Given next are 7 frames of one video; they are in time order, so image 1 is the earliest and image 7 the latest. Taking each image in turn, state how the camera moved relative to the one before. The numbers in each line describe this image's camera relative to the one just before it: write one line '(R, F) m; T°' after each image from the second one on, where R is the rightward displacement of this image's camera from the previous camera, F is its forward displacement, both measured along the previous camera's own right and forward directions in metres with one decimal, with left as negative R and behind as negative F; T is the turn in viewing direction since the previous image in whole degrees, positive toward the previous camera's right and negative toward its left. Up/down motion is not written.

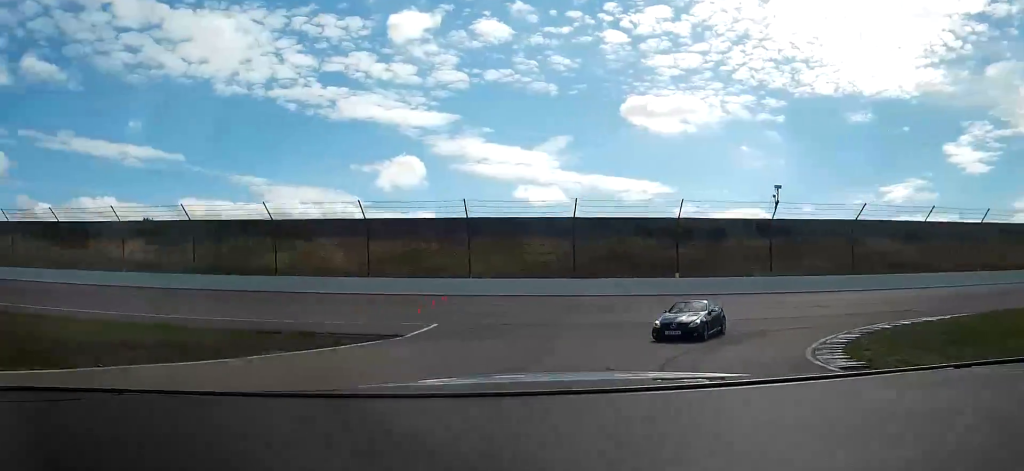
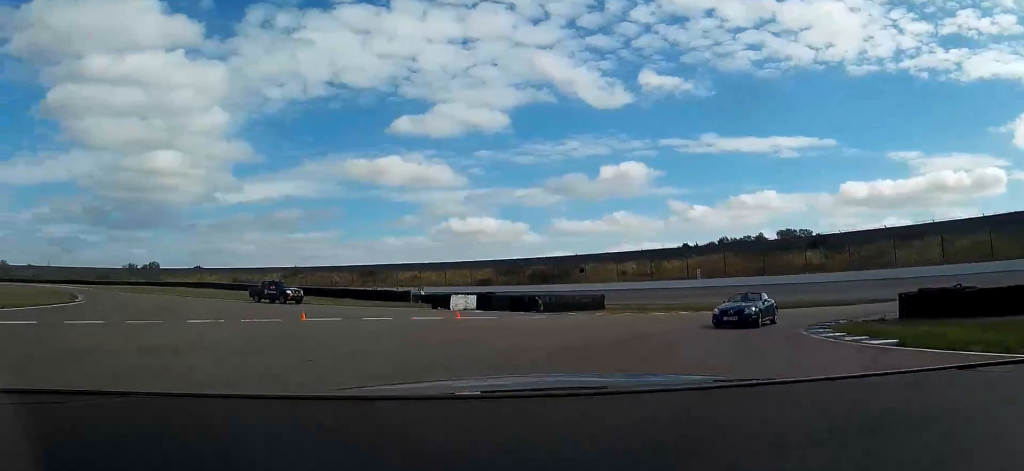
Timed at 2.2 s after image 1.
(-19.0, +30.2) m; -58°
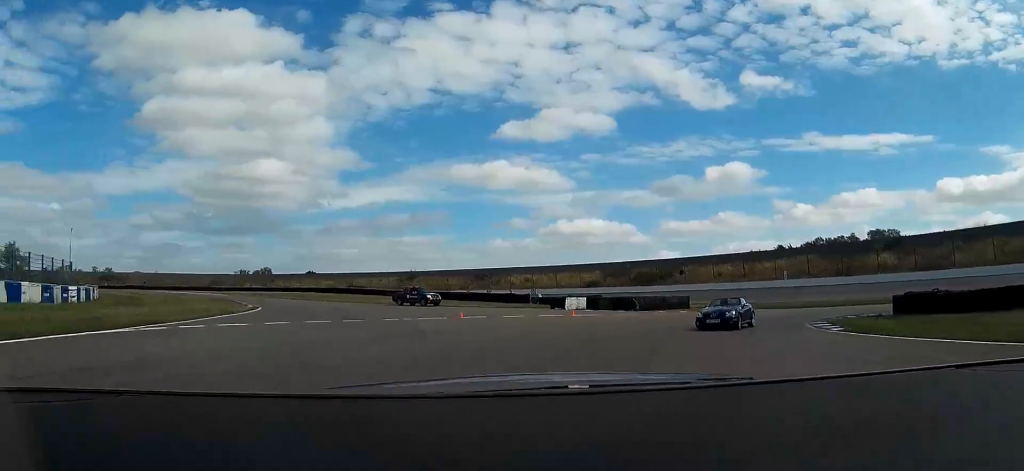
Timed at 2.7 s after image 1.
(-1.5, +10.5) m; -8°
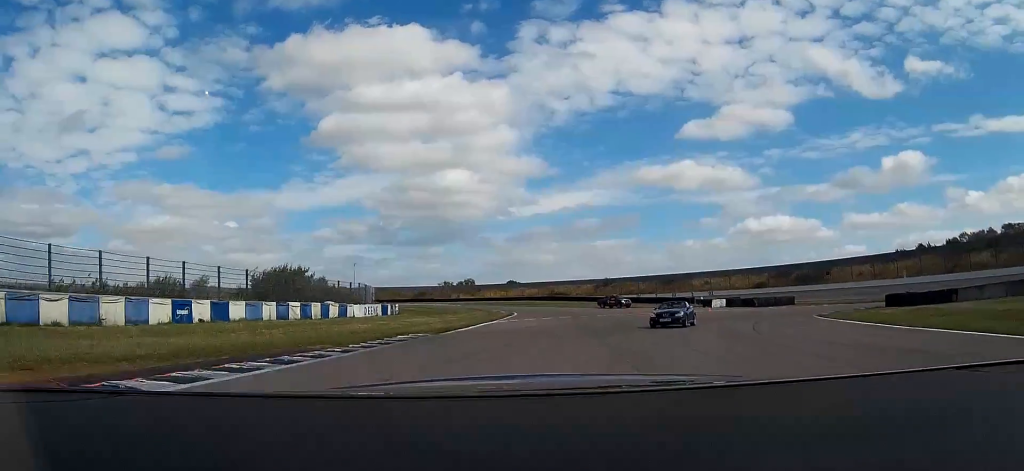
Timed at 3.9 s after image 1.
(-4.1, +26.0) m; -14°
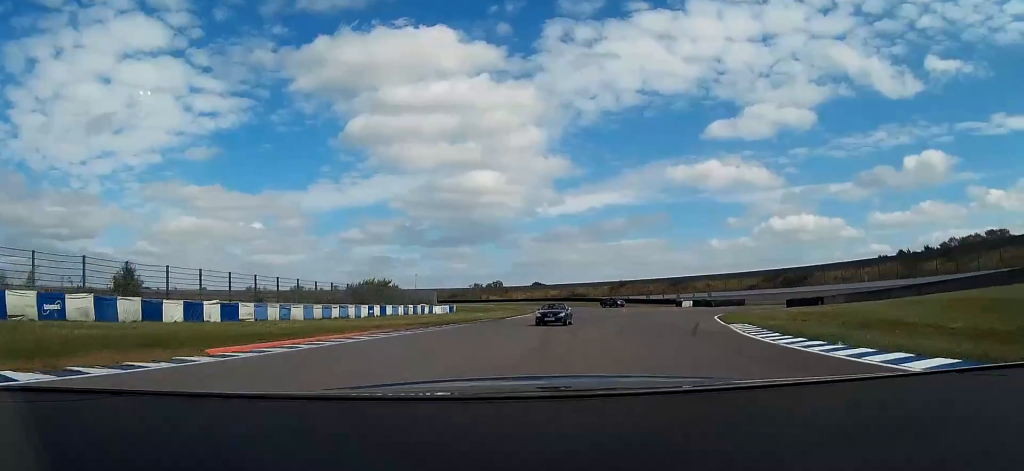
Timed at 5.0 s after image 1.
(-1.7, +27.6) m; -3°
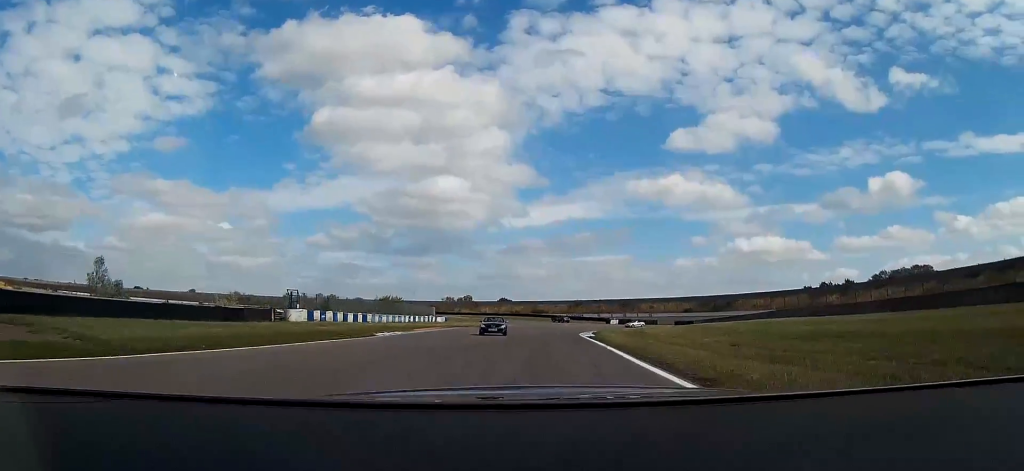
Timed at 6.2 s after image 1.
(+0.3, +36.3) m; +2°
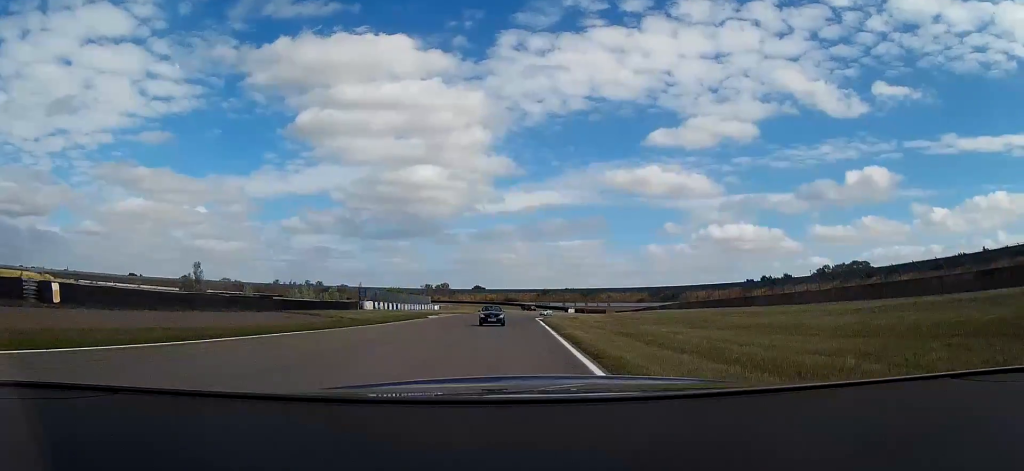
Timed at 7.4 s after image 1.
(+0.8, +33.7) m; +1°
